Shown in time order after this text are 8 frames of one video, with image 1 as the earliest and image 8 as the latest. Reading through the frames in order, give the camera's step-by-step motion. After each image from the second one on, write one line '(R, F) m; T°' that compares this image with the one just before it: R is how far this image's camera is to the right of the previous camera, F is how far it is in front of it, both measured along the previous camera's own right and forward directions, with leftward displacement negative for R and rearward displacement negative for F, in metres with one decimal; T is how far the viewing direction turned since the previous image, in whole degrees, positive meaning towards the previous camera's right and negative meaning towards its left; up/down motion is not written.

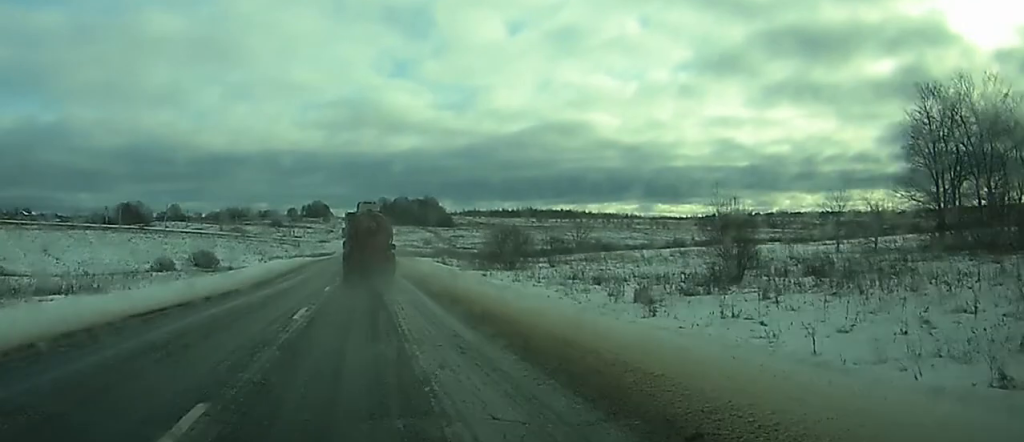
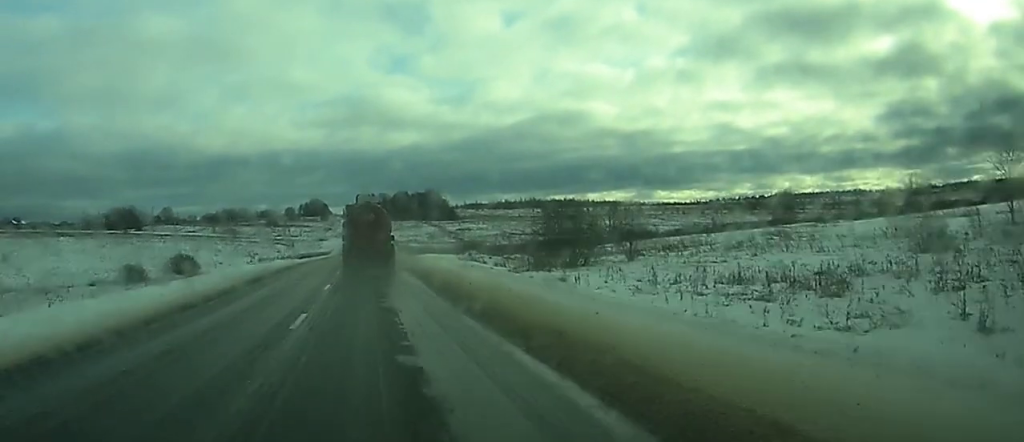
(+0.1, +25.5) m; 0°
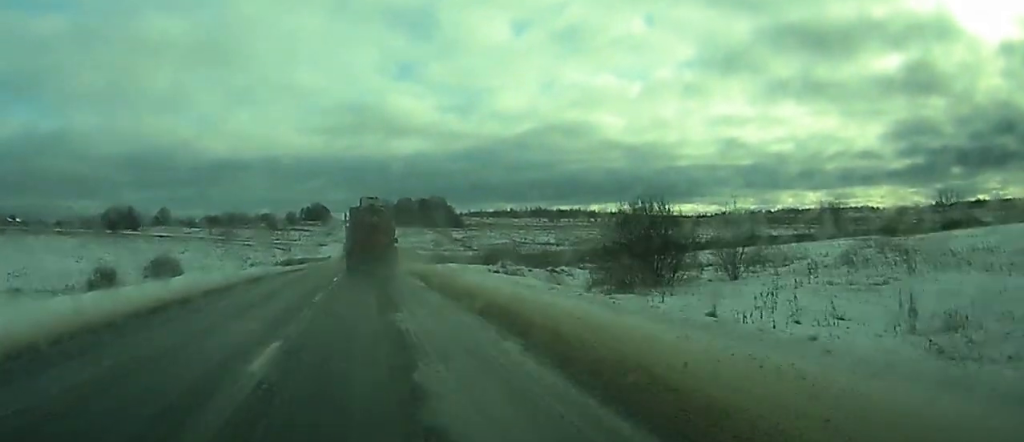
(-0.1, +17.5) m; 0°
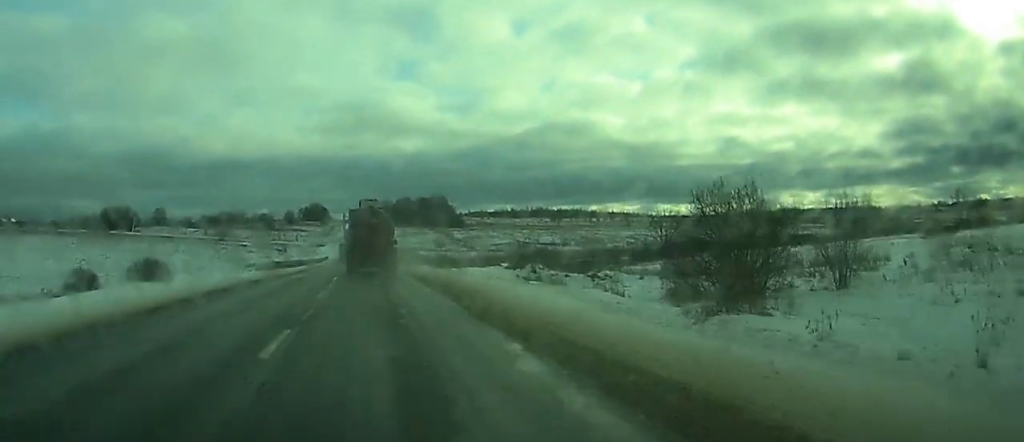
(0.0, +10.9) m; 0°
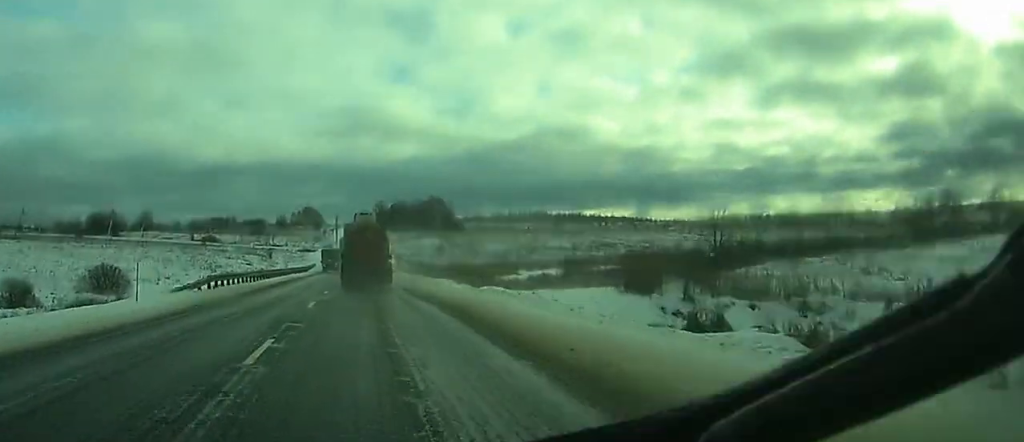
(0.0, +24.2) m; 0°
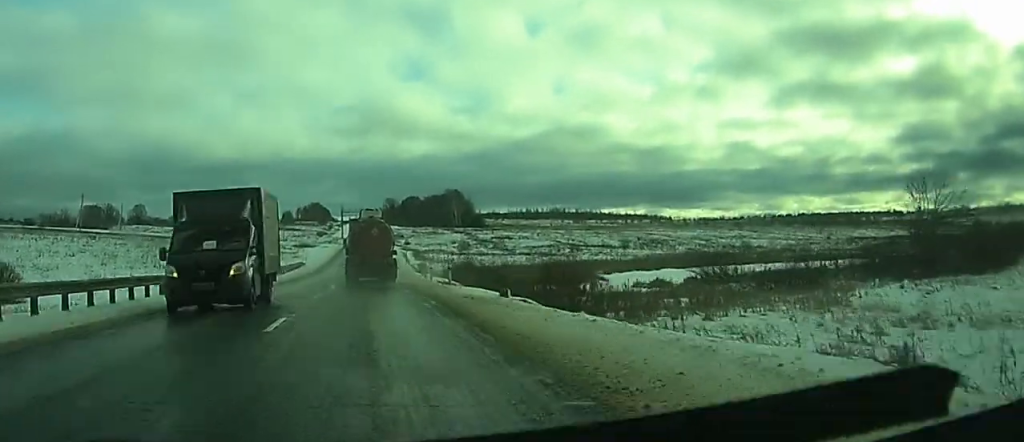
(-0.3, +44.2) m; -1°
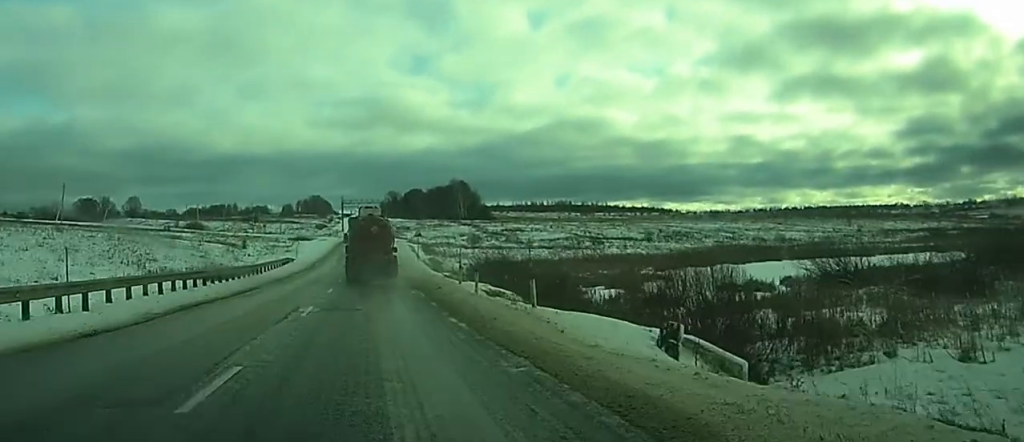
(0.0, +18.6) m; 0°
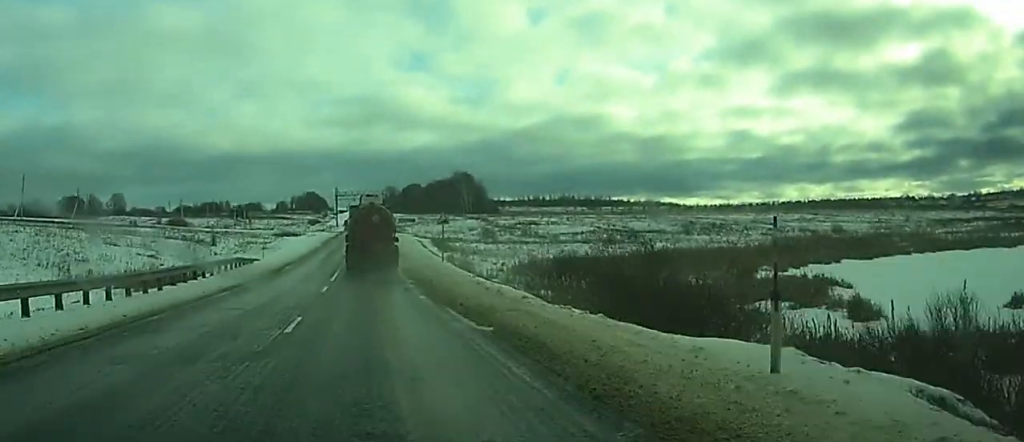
(-0.1, +27.7) m; 0°
